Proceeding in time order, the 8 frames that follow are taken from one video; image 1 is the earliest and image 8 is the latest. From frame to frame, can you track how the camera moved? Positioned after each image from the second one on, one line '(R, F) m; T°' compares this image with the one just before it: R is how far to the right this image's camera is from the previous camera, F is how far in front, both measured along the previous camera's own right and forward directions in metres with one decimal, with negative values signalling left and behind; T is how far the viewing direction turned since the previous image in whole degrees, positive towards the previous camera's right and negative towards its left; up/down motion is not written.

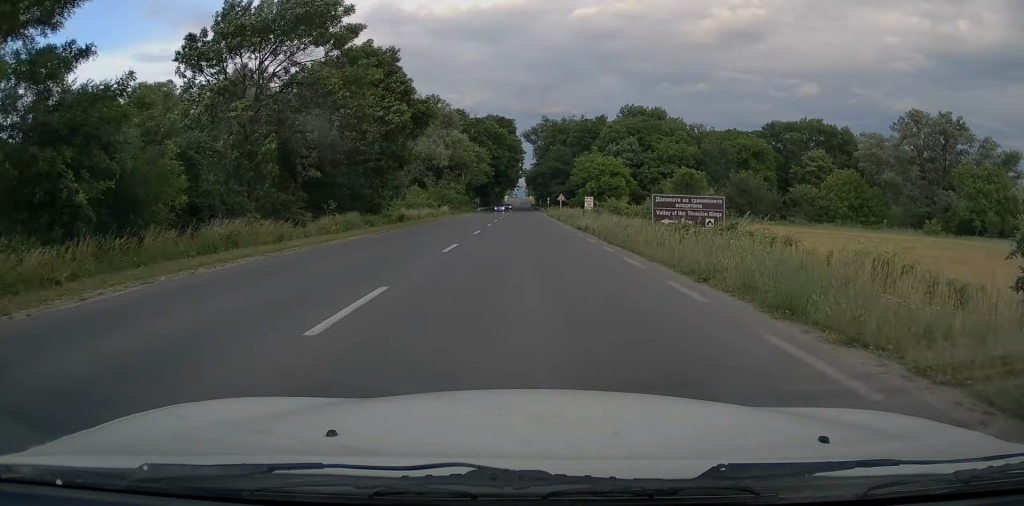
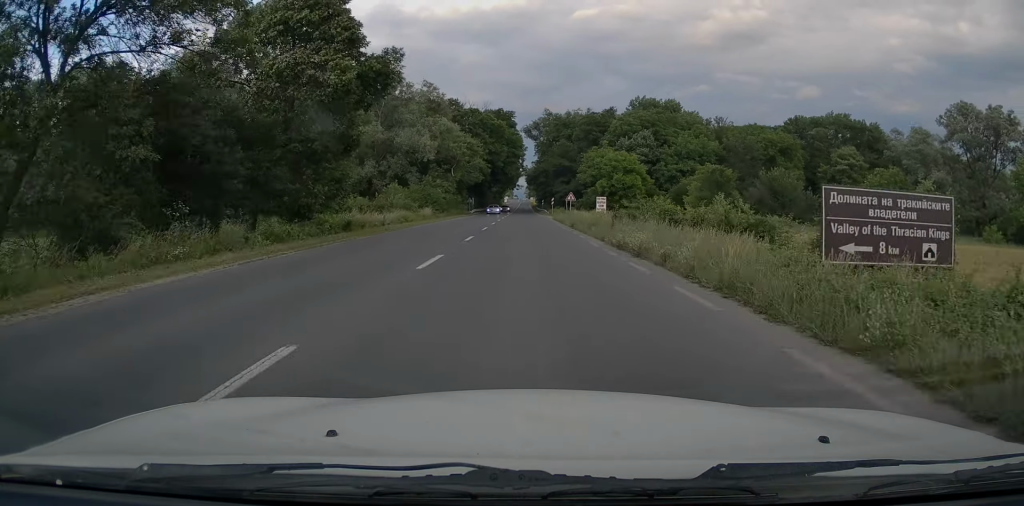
(0.0, +12.4) m; 0°
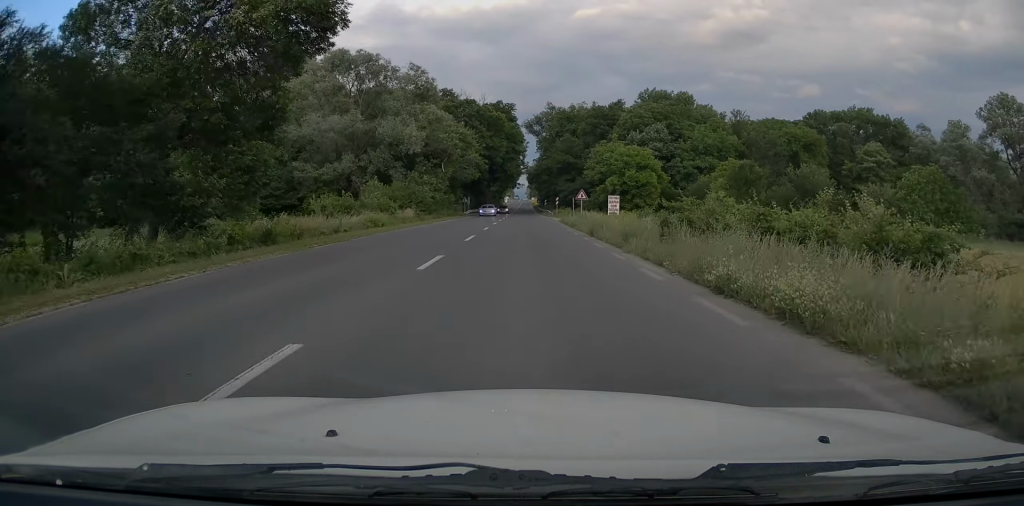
(0.0, +9.0) m; 0°
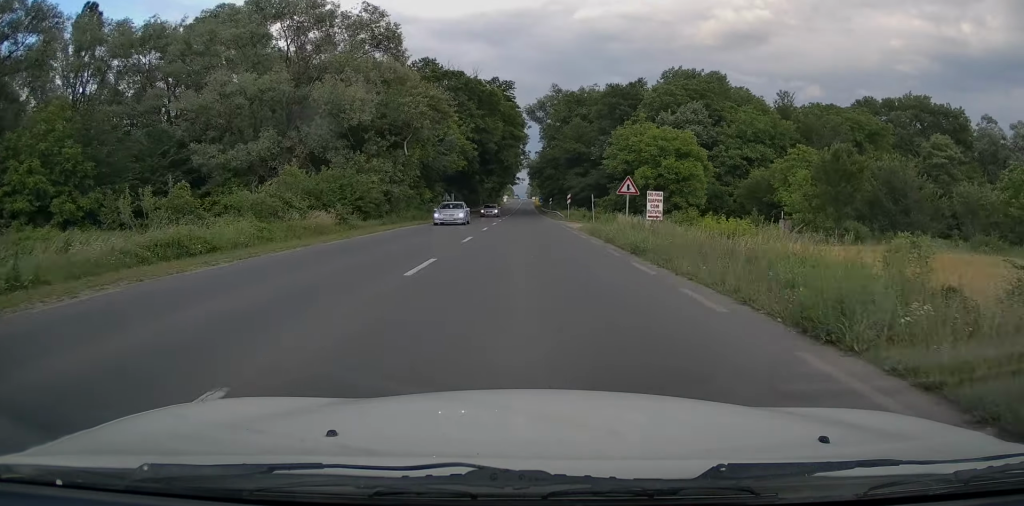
(0.0, +19.2) m; 0°
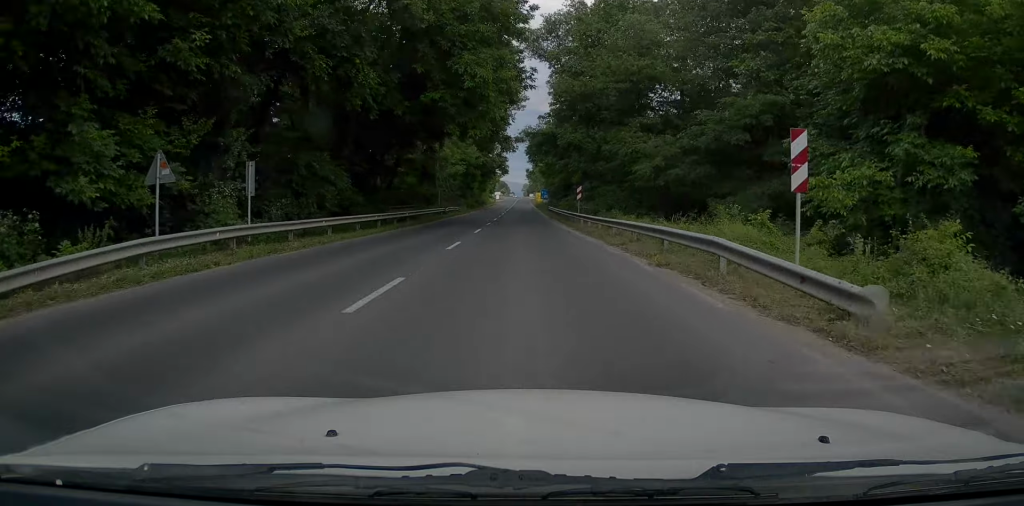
(+0.1, +48.1) m; 0°
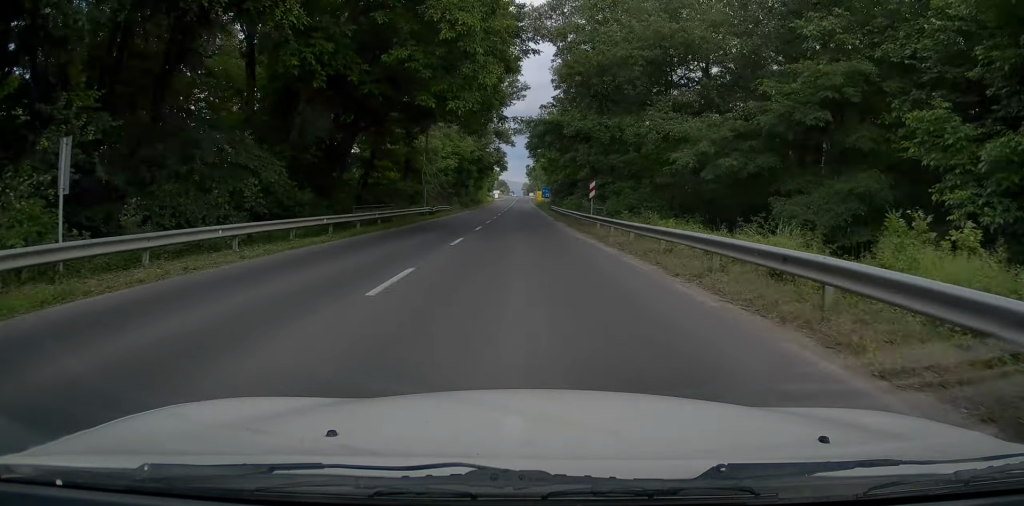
(0.0, +7.8) m; 0°
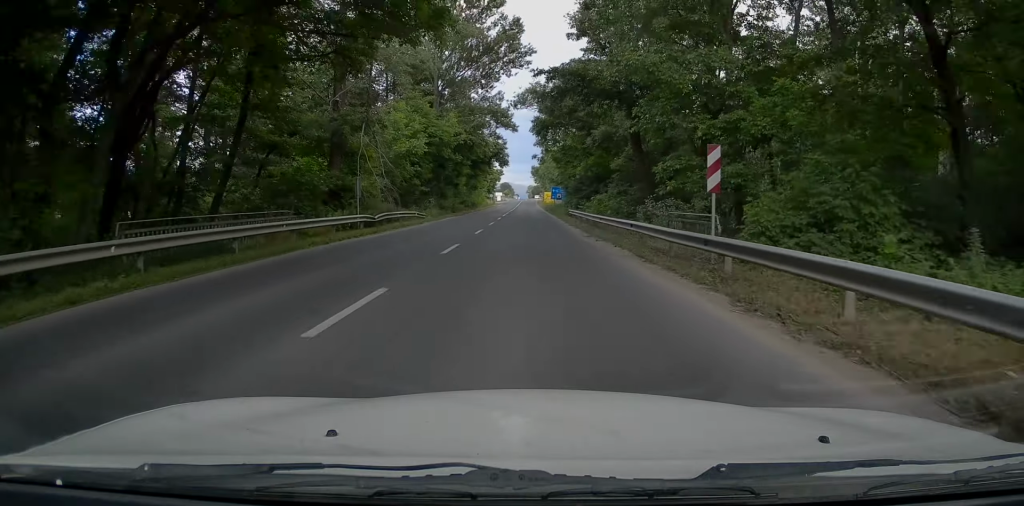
(0.0, +20.1) m; -1°
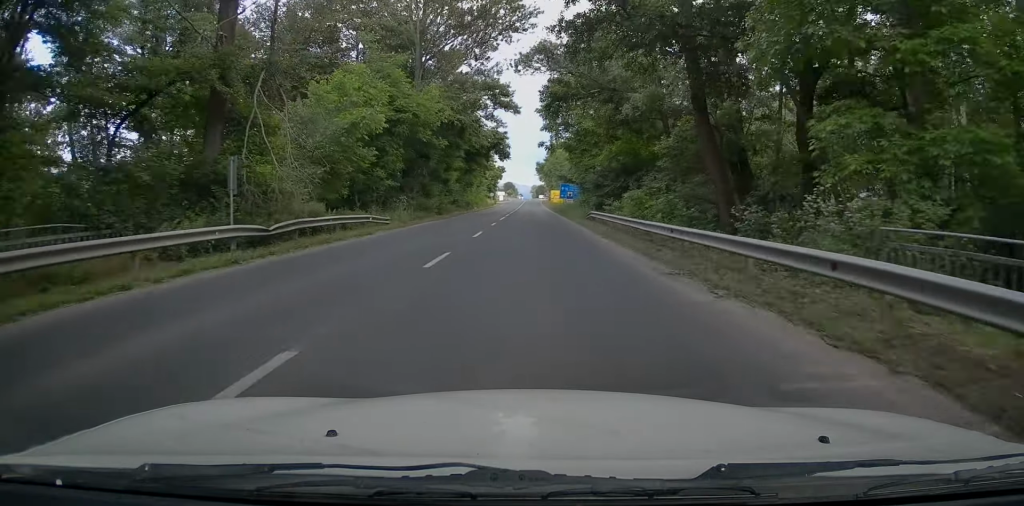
(-0.2, +12.4) m; -1°
